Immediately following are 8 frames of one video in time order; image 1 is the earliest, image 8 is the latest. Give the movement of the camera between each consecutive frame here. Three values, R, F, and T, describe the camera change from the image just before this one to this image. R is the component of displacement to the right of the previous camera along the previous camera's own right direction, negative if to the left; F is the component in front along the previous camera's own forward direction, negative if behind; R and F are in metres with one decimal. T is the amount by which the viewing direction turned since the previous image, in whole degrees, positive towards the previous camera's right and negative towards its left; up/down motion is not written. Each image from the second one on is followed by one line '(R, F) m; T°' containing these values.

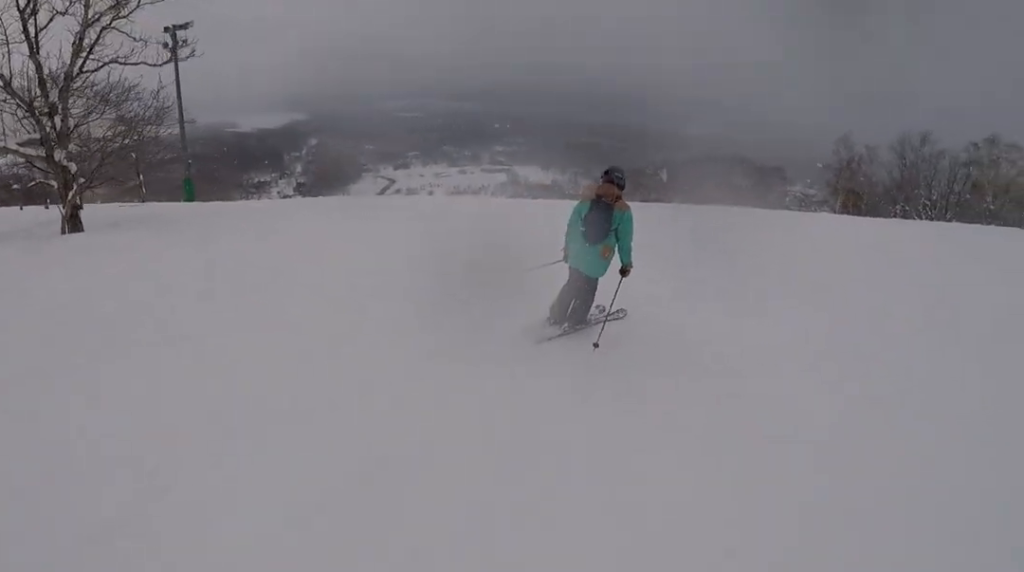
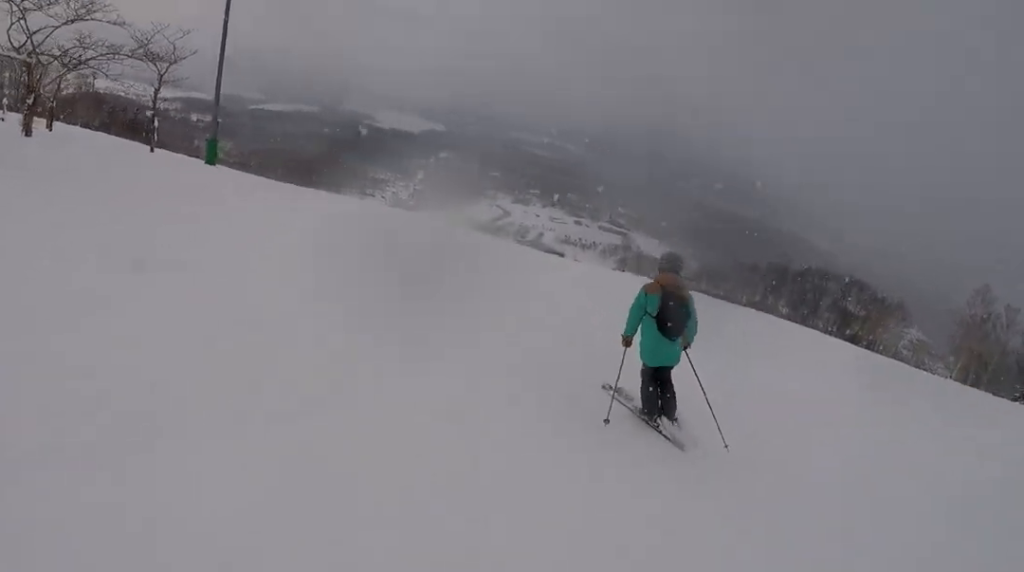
(-1.2, +10.0) m; -23°
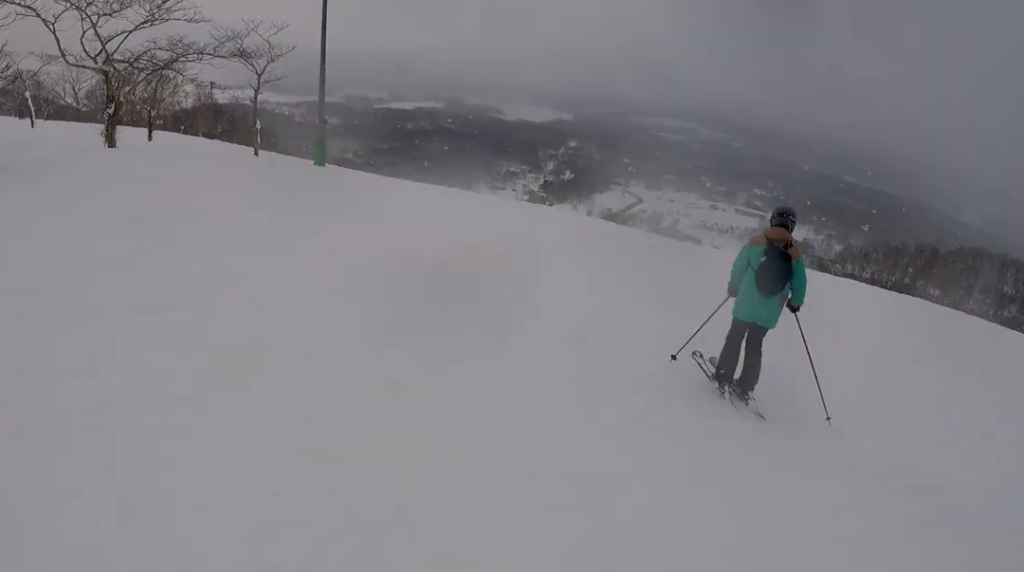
(-0.3, +2.9) m; 0°
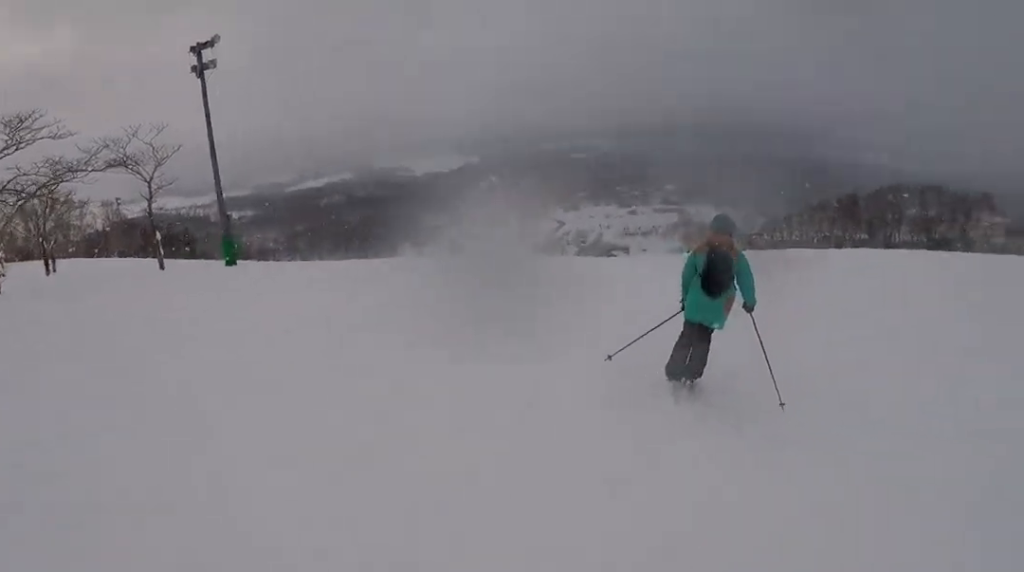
(-0.5, +2.6) m; +5°
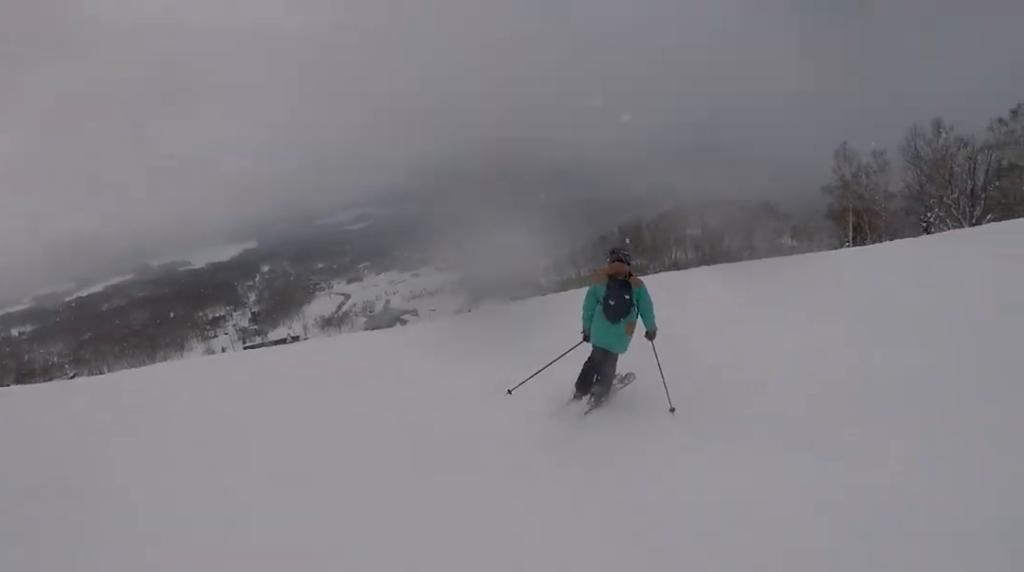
(+0.9, +4.1) m; +13°
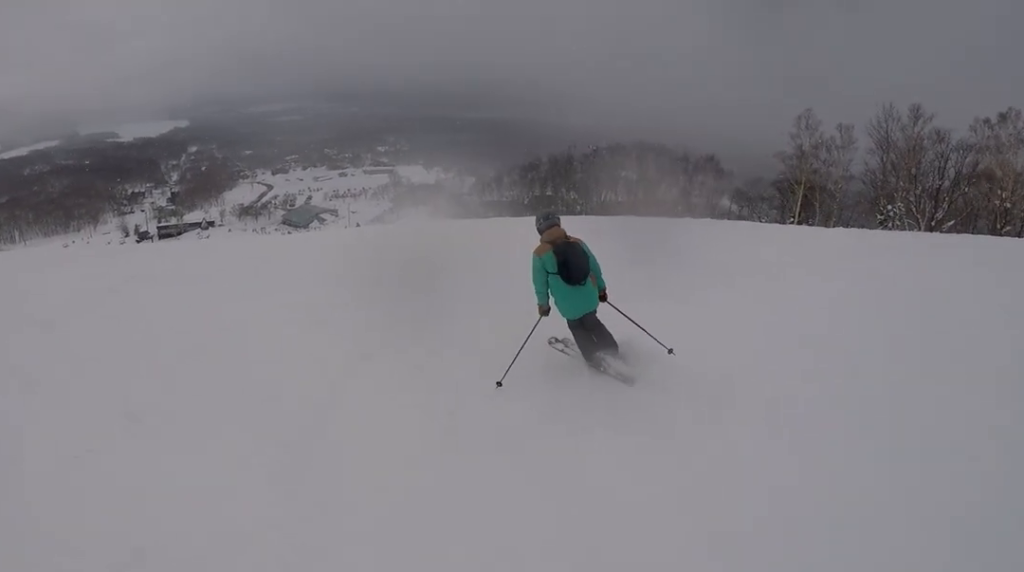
(+0.9, +7.5) m; +7°
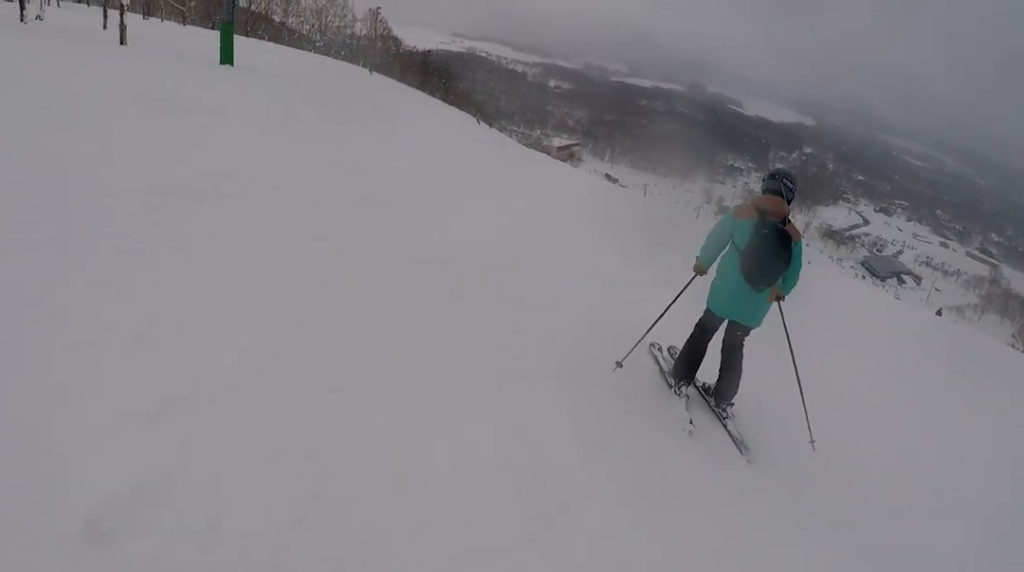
(-2.8, +7.4) m; -36°
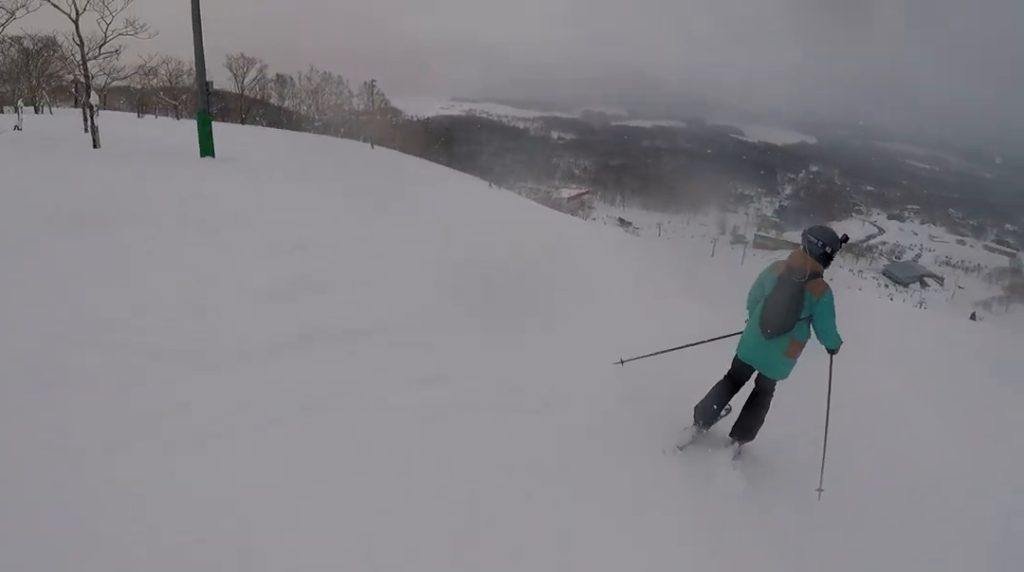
(-0.5, +2.2) m; -2°
